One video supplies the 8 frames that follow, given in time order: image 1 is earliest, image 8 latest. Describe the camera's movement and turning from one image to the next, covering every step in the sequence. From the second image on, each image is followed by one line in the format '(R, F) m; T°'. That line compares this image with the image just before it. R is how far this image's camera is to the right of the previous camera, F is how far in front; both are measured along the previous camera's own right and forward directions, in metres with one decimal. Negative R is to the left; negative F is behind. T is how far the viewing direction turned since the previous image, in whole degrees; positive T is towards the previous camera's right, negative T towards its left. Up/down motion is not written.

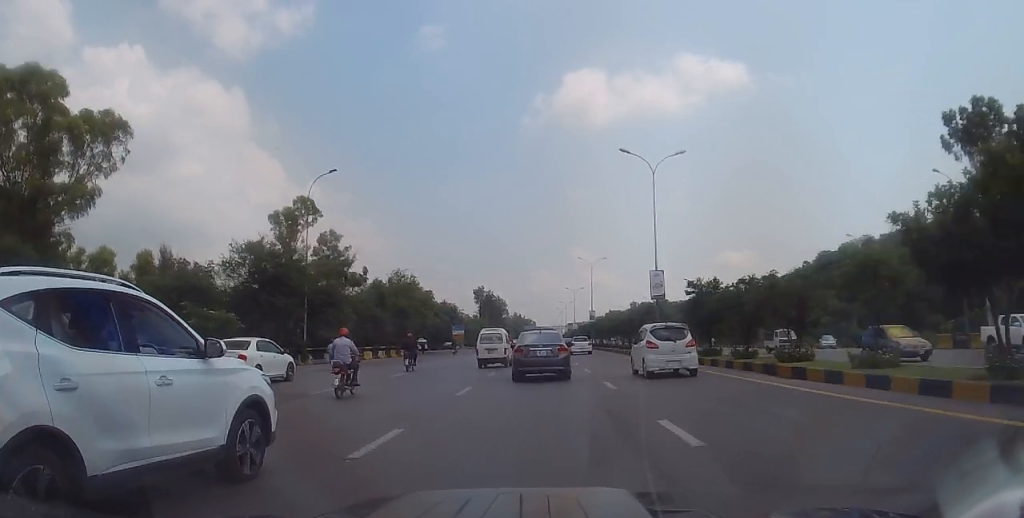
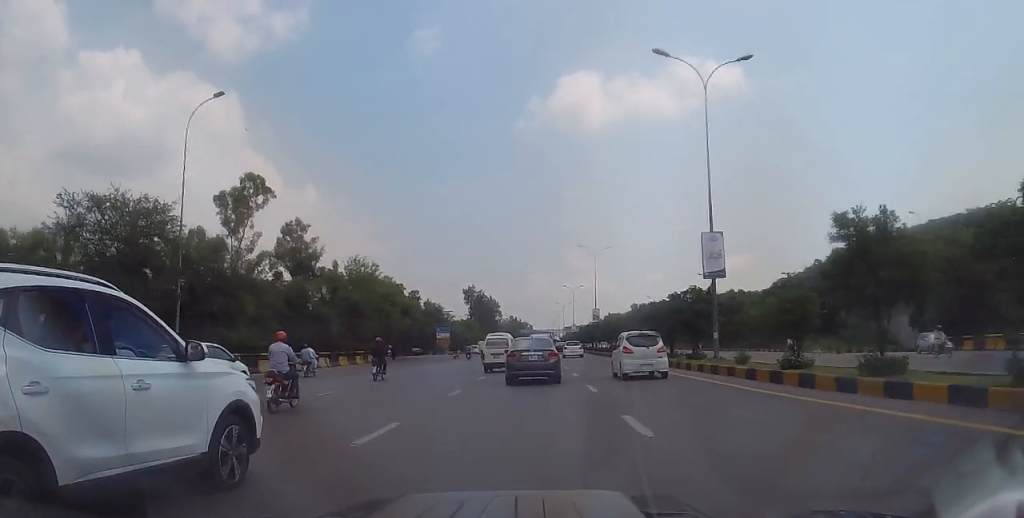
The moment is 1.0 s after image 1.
(-0.2, +15.0) m; -1°
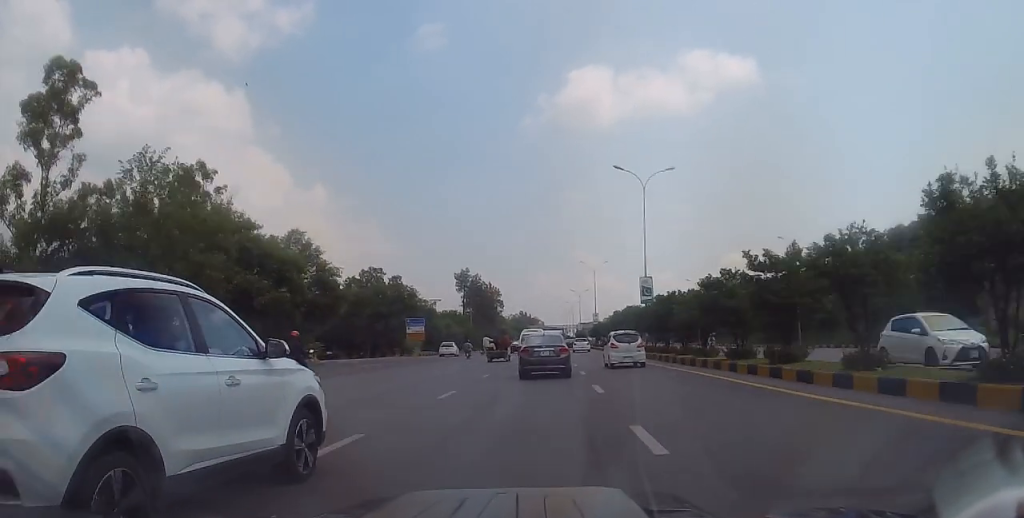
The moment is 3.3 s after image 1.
(-0.3, +33.6) m; 0°
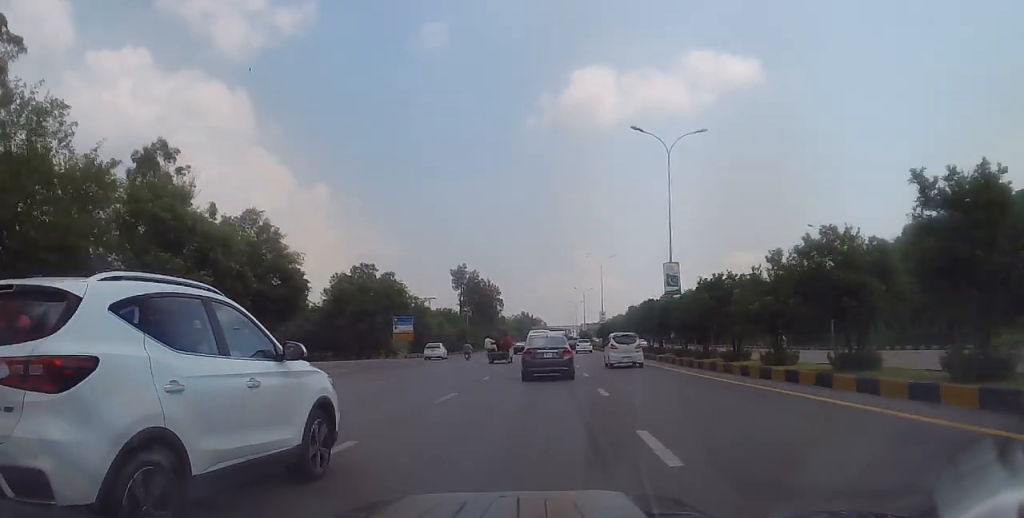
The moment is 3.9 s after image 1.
(+0.1, +8.4) m; +1°
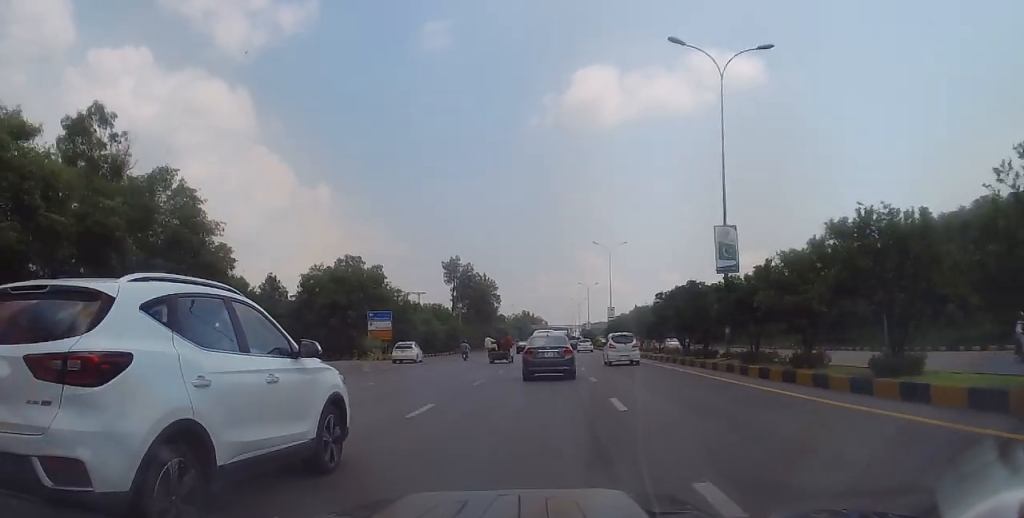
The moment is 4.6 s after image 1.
(+0.1, +11.0) m; +1°
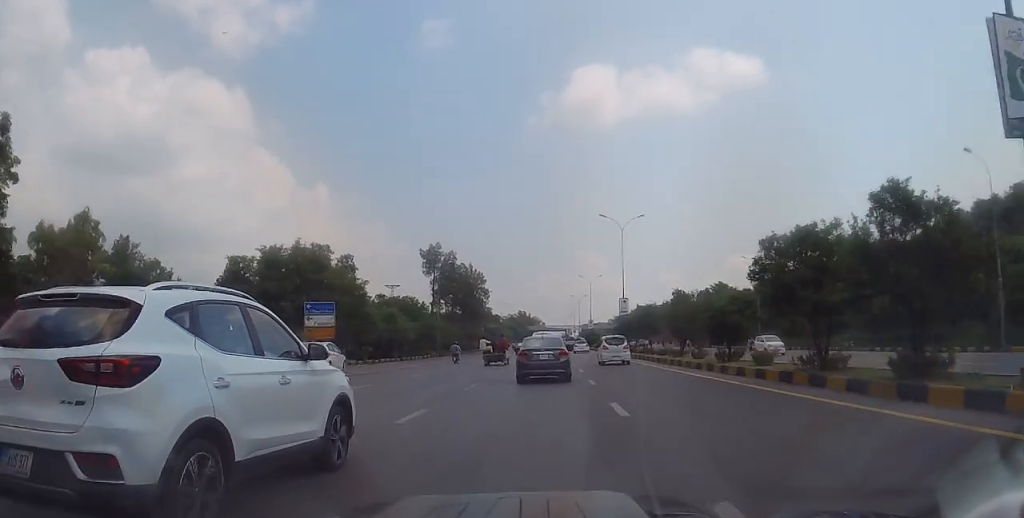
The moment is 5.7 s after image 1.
(0.0, +16.8) m; -2°
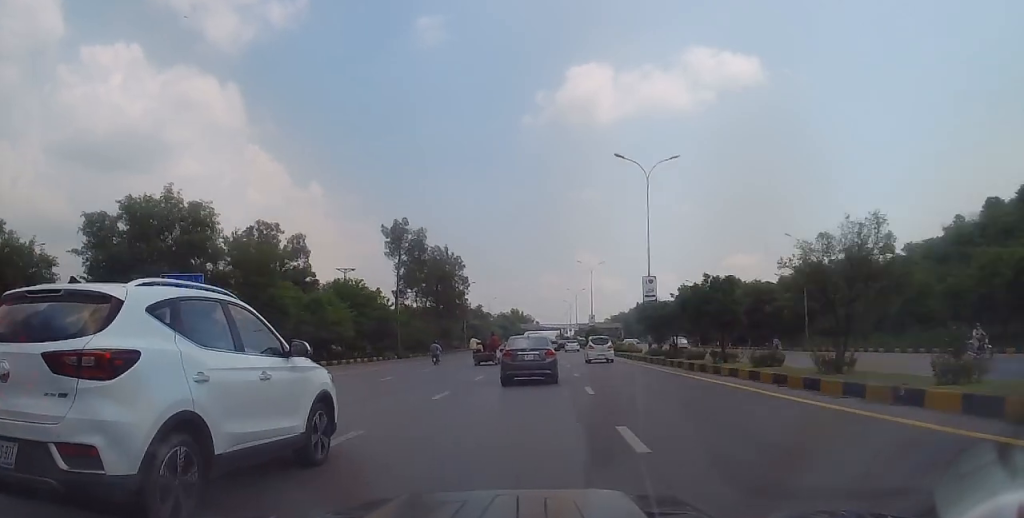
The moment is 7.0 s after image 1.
(-0.4, +19.3) m; +1°
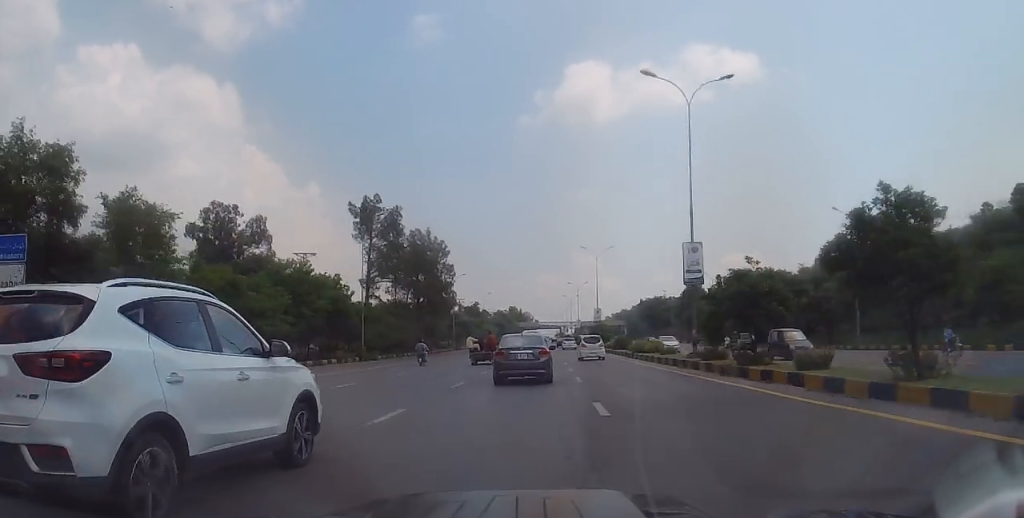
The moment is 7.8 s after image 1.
(+0.4, +12.7) m; +1°
